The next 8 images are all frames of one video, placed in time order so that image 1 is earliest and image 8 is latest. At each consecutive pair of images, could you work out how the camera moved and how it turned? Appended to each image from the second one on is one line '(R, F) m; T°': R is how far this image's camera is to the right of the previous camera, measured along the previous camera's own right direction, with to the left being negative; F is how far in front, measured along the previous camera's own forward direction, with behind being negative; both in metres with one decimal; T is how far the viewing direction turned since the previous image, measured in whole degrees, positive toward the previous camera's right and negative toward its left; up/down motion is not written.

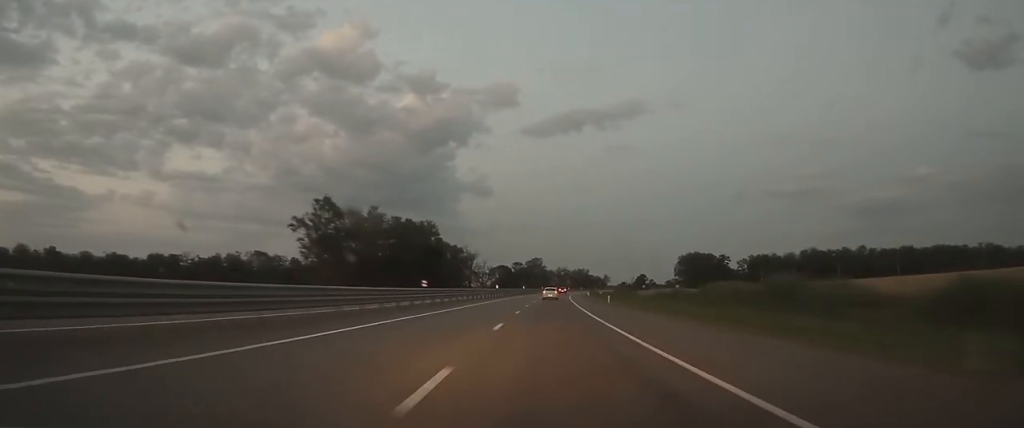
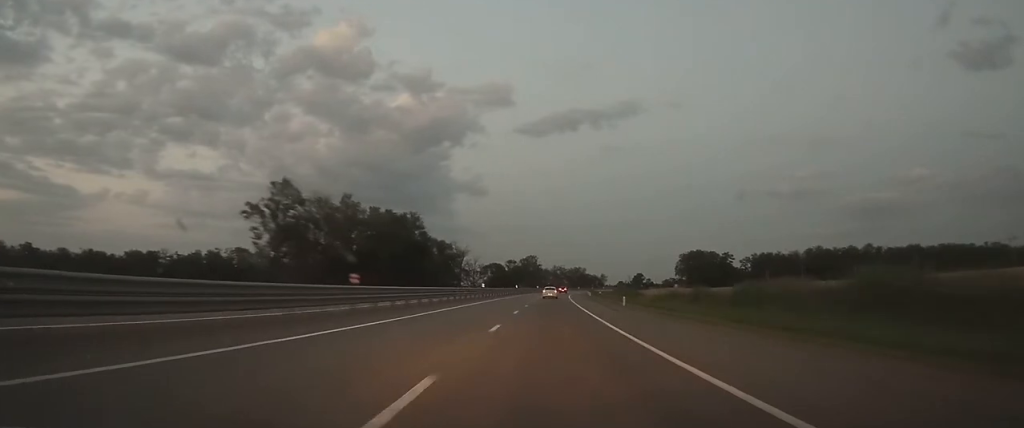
(+0.1, +13.1) m; 0°
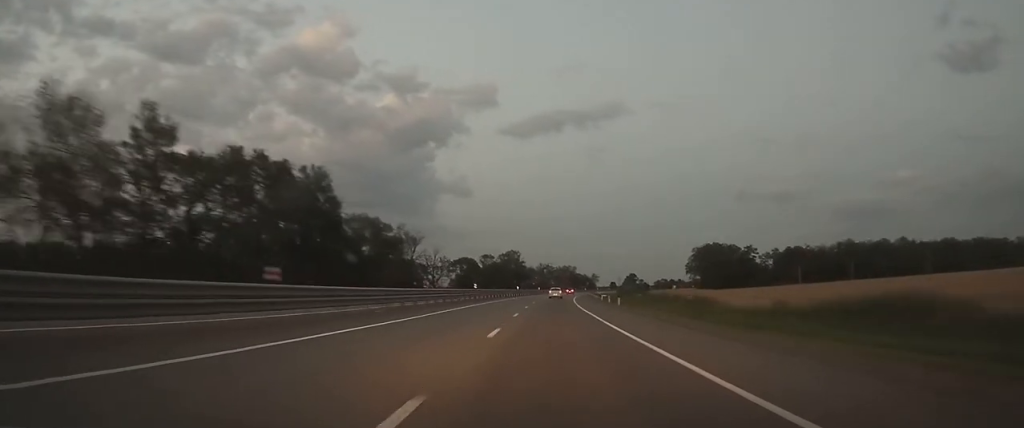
(+0.4, +49.1) m; +1°
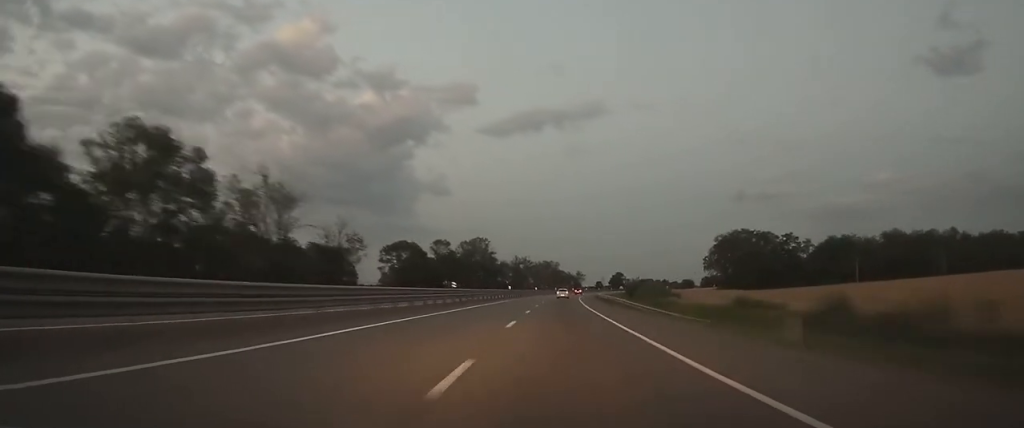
(+1.1, +56.0) m; +2°
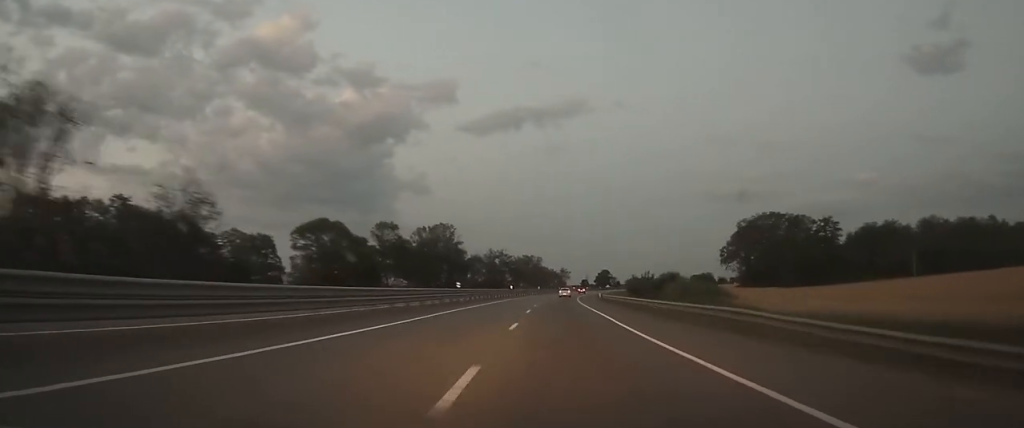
(+0.5, +36.6) m; +2°
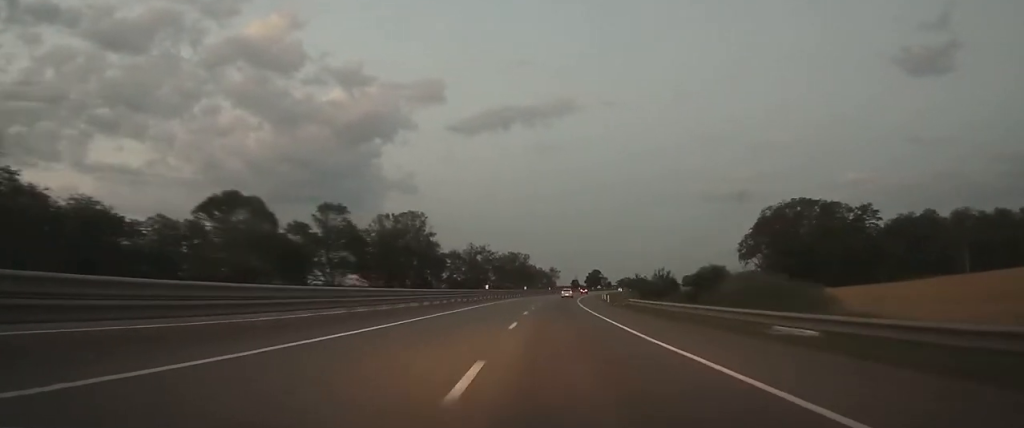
(+0.6, +23.4) m; +1°
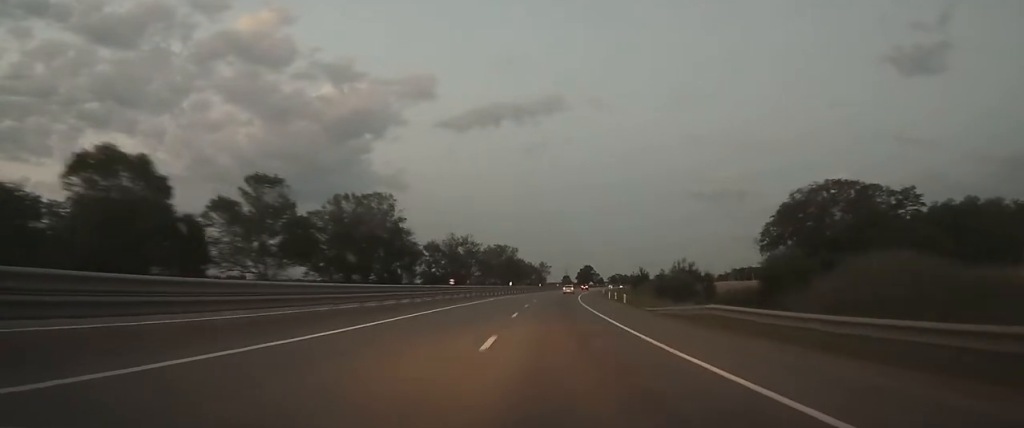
(+0.1, +19.0) m; +1°
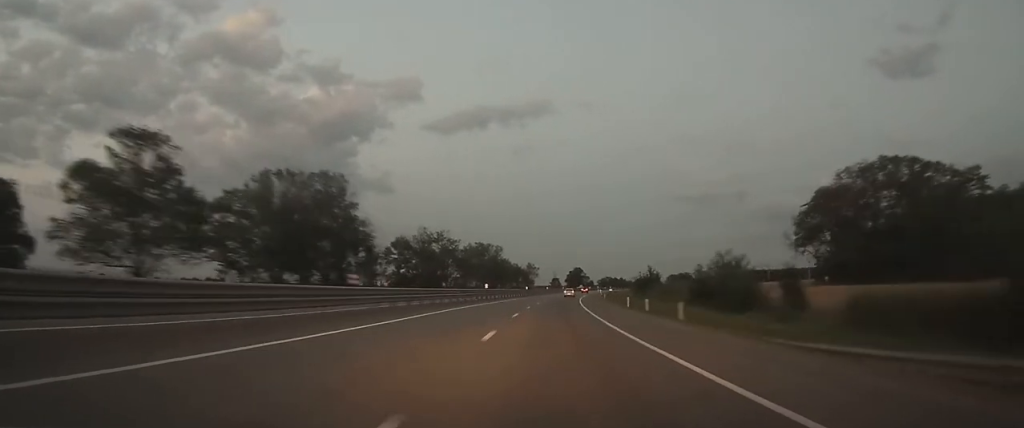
(-0.2, +21.3) m; +1°
